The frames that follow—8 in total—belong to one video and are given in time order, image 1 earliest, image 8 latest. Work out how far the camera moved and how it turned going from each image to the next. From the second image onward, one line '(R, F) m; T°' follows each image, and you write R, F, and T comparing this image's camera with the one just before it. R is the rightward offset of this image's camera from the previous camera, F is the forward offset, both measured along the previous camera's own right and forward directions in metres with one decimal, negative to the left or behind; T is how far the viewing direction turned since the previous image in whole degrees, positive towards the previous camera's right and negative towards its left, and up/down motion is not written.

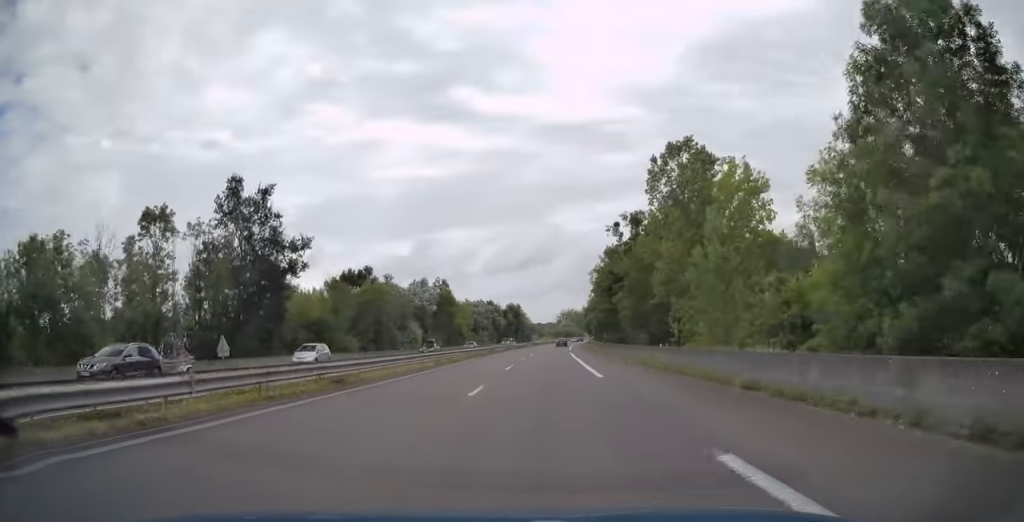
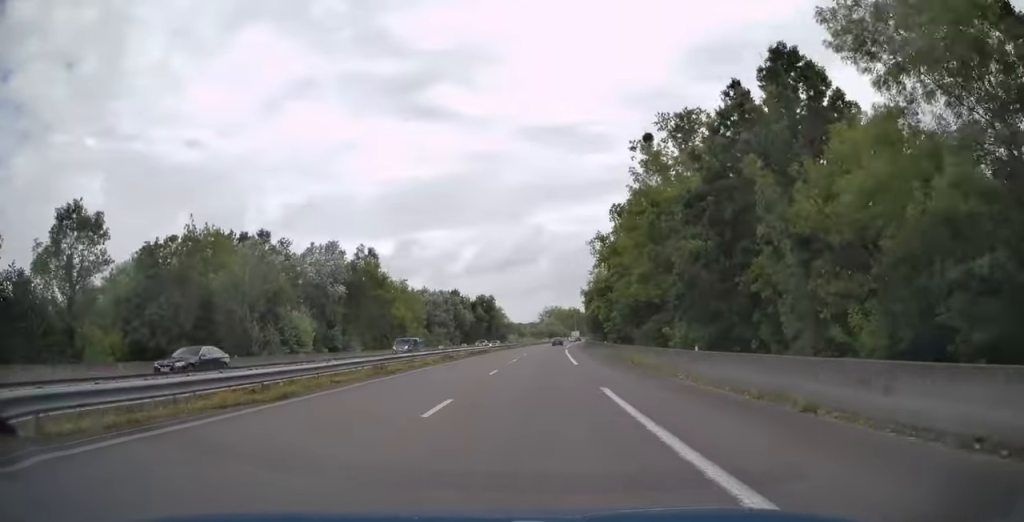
(+0.5, +43.0) m; +1°
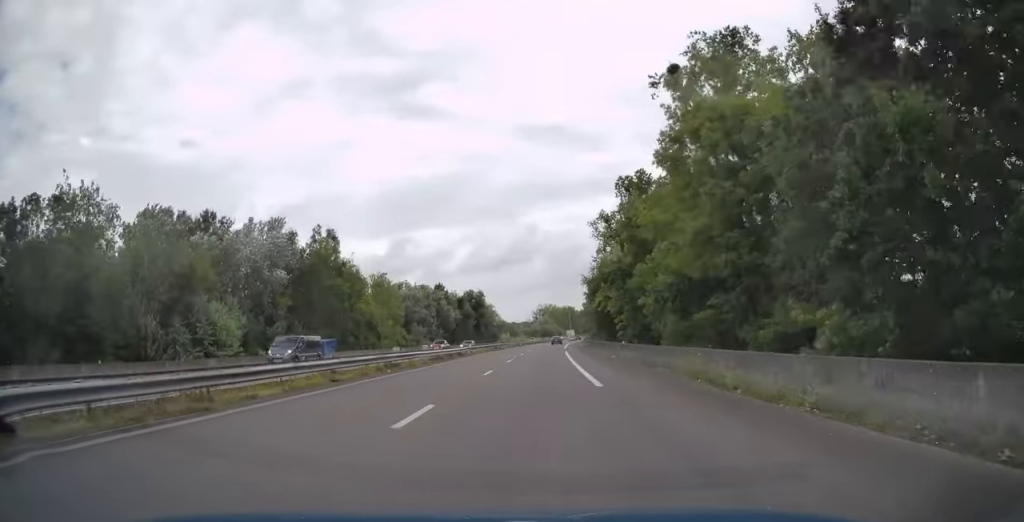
(-0.1, +14.5) m; 0°
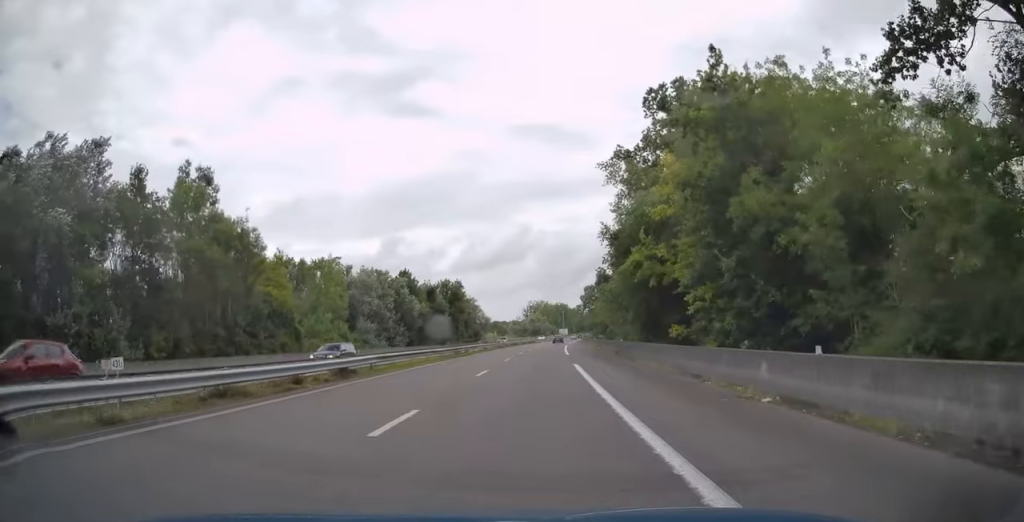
(+0.4, +26.9) m; +1°
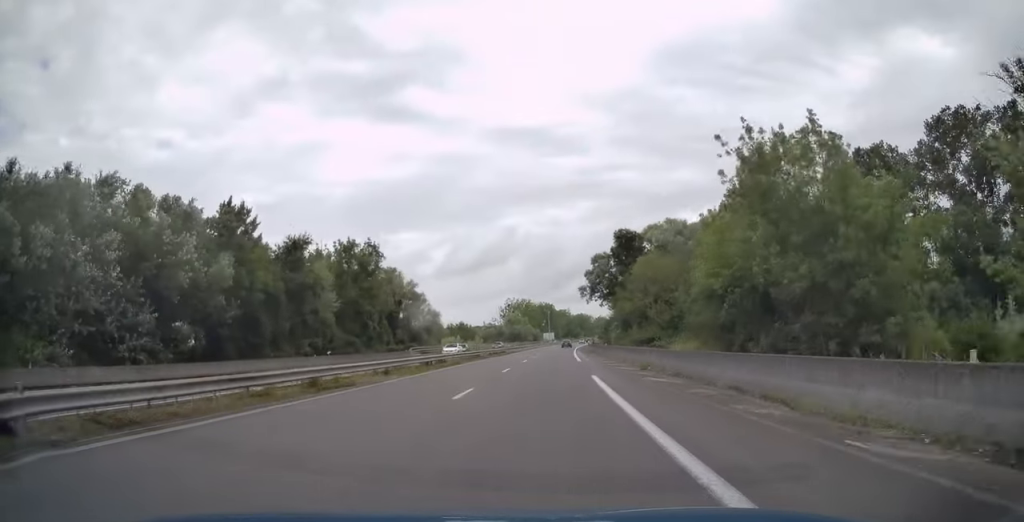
(+1.2, +59.0) m; +2°
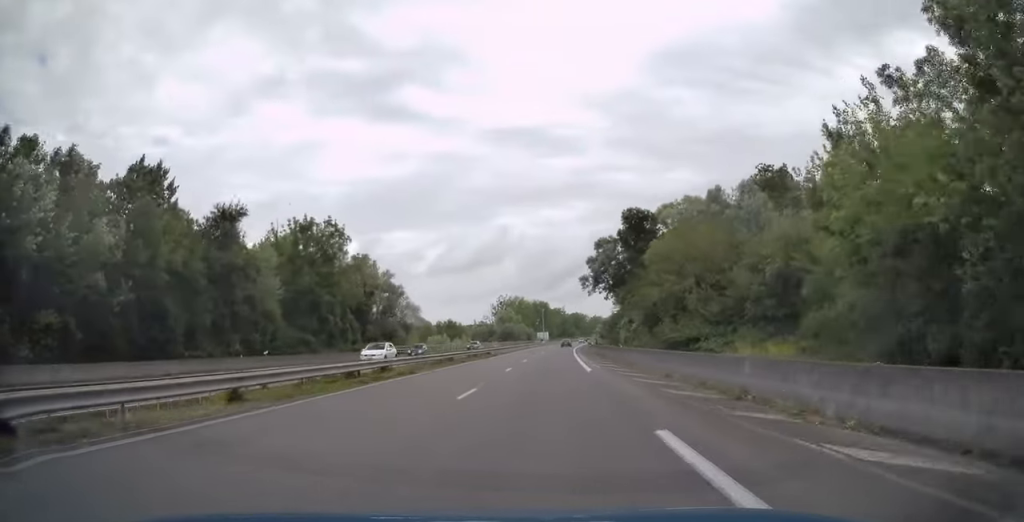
(0.0, +12.9) m; 0°
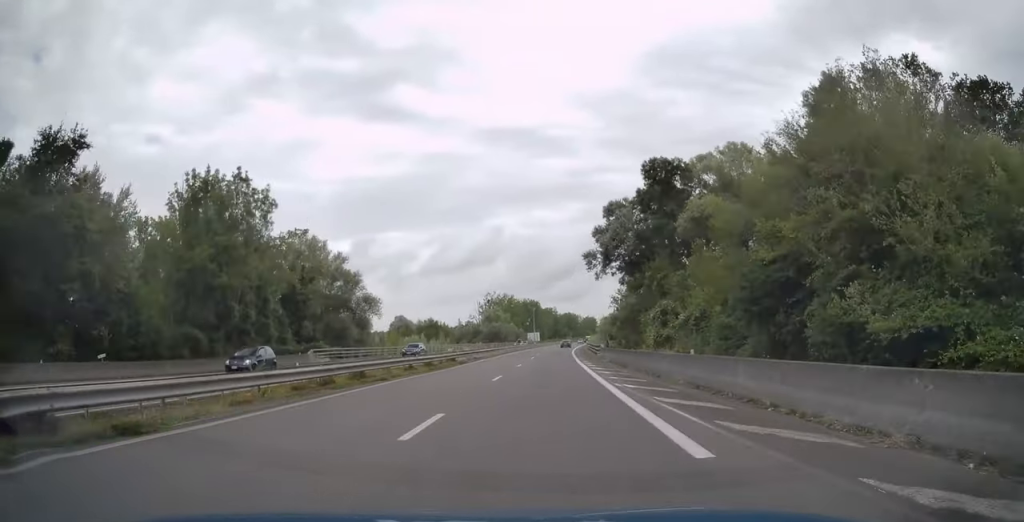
(+0.1, +18.8) m; +1°
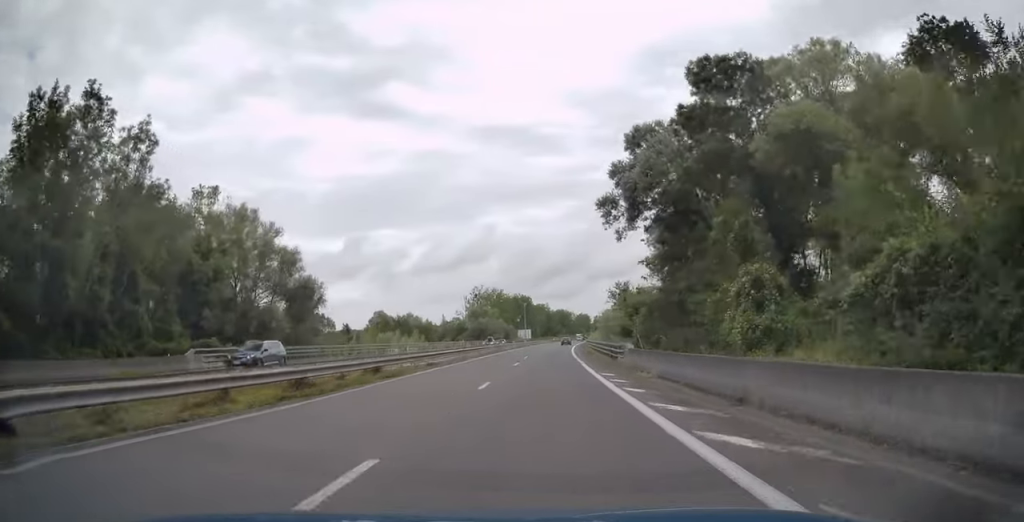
(+0.1, +17.7) m; +1°
